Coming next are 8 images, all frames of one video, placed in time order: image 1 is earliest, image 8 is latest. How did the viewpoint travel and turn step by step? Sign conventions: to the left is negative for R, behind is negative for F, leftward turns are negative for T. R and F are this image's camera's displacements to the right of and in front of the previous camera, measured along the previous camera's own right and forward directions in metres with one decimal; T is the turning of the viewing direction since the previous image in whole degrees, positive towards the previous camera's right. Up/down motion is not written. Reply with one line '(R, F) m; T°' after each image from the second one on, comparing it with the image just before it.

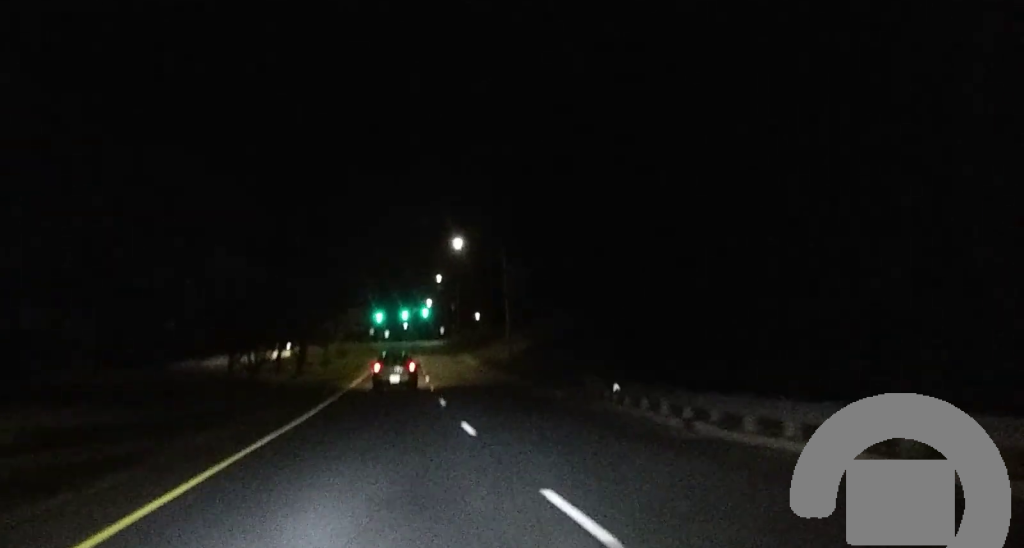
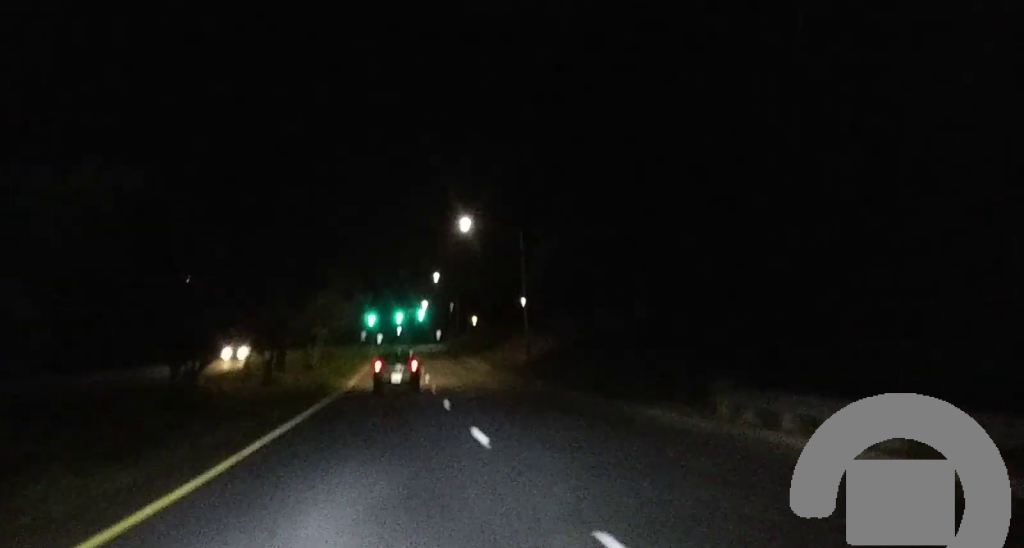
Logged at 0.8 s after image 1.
(+0.1, +15.2) m; 0°
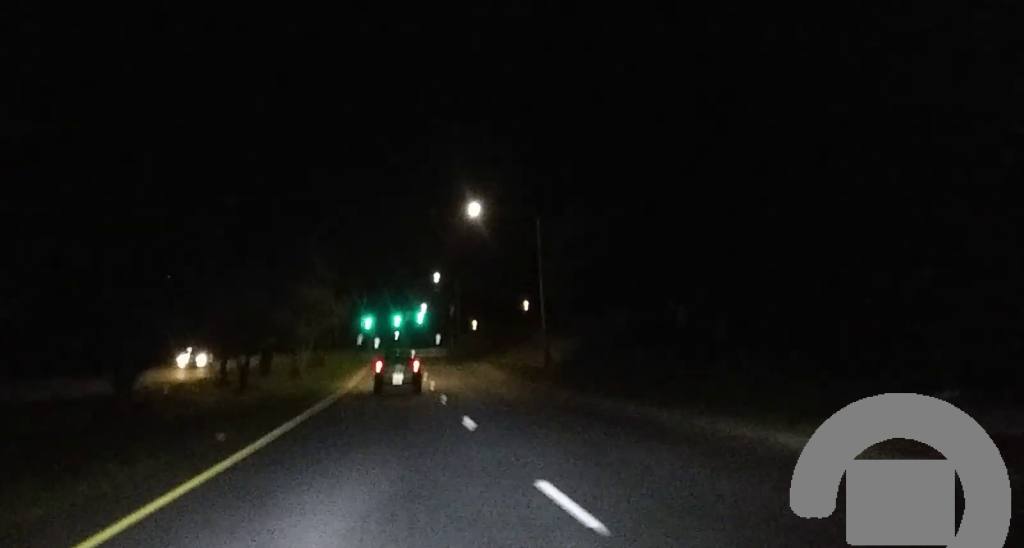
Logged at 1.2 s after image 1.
(0.0, +8.6) m; 0°
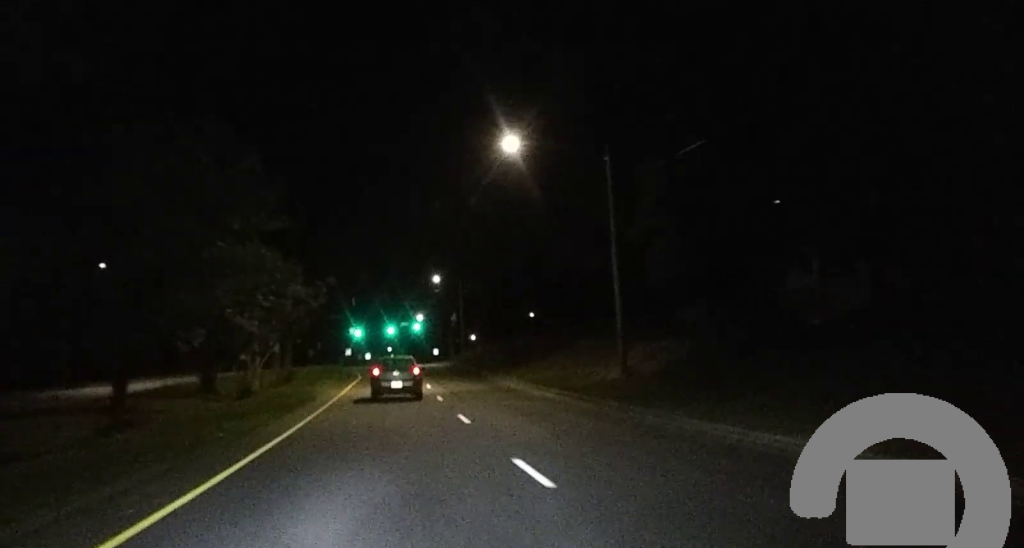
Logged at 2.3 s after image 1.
(+0.1, +21.1) m; 0°
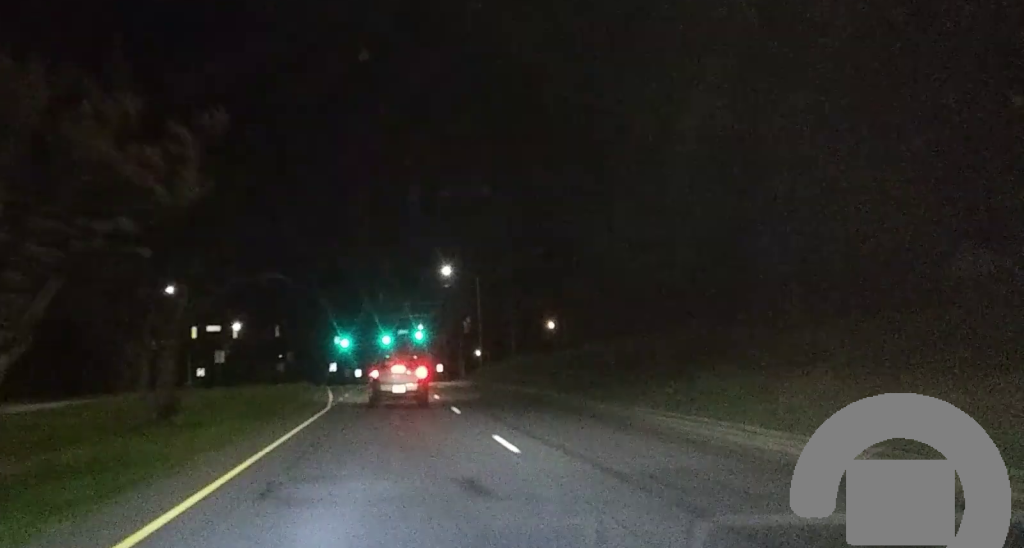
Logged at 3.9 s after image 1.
(0.0, +31.5) m; +1°
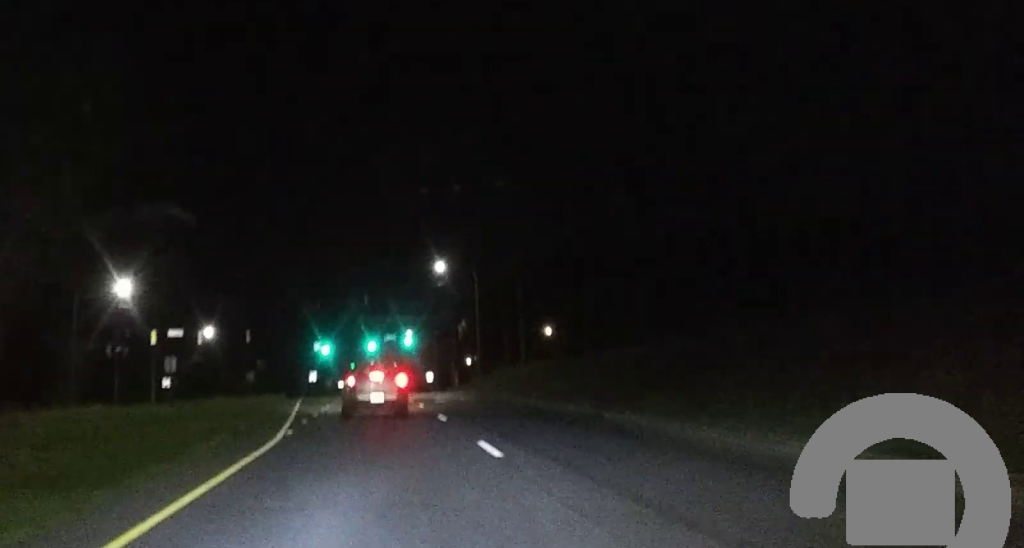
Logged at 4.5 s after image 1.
(+0.2, +10.8) m; 0°
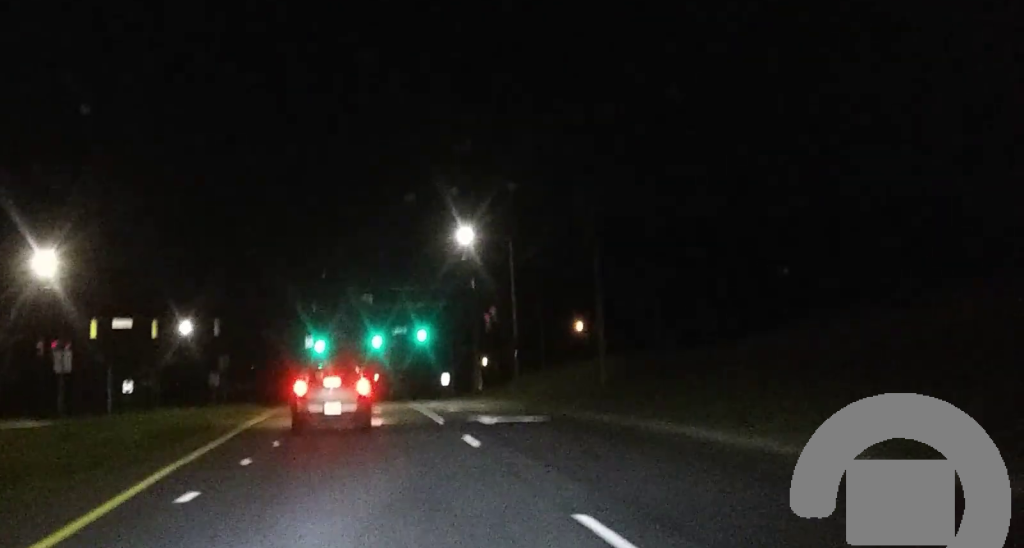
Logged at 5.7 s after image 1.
(-0.1, +19.6) m; -1°
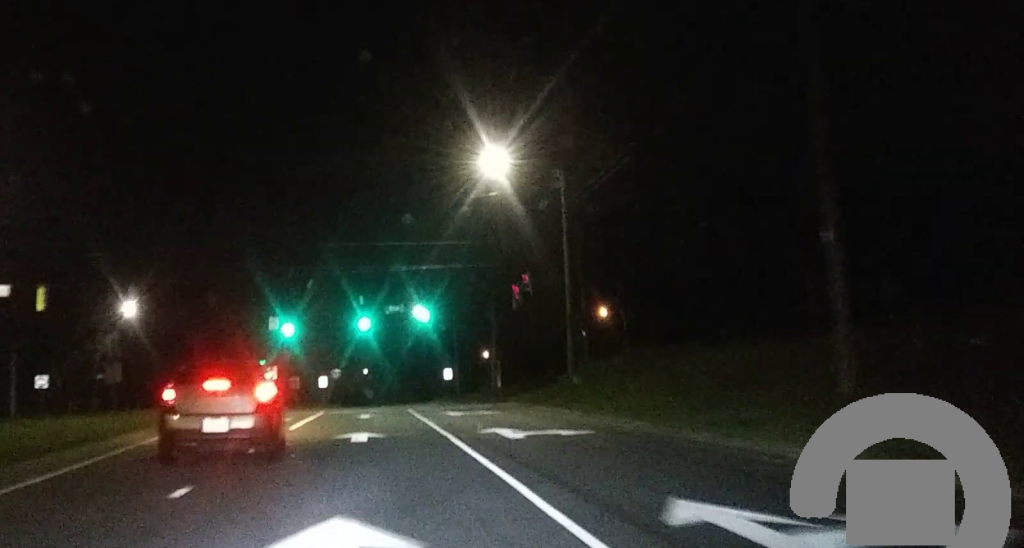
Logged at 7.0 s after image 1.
(-0.1, +20.4) m; 0°
